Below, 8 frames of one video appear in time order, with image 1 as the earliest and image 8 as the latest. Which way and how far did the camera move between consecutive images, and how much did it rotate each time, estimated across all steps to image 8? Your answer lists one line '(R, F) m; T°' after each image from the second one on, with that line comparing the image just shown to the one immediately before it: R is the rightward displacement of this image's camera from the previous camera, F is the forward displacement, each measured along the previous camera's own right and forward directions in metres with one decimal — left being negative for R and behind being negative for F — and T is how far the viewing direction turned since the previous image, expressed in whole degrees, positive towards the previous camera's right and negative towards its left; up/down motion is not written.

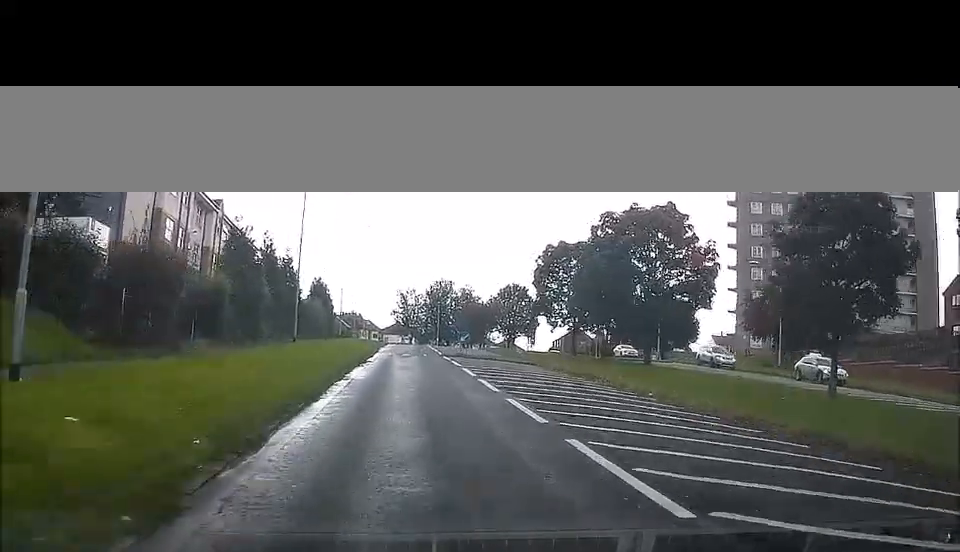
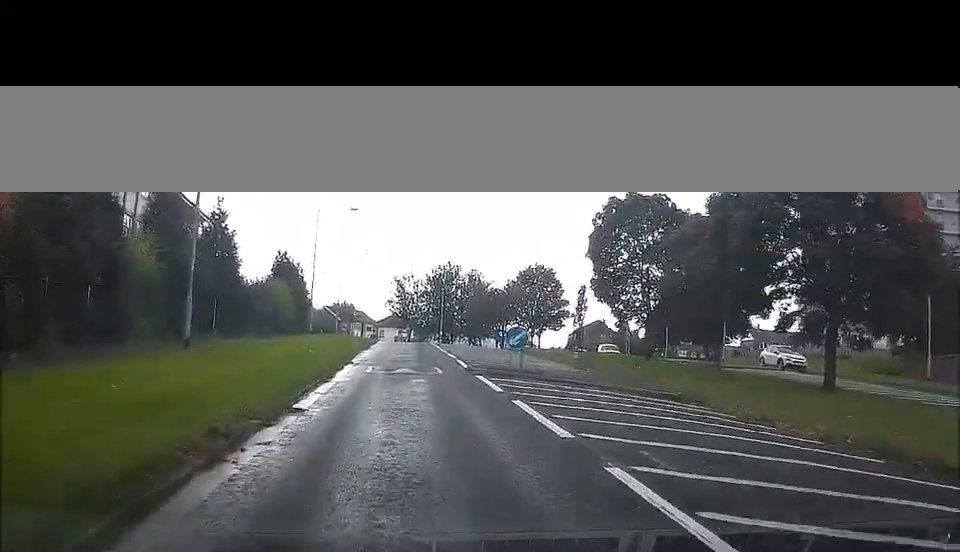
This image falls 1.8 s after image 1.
(-1.8, +20.0) m; -7°
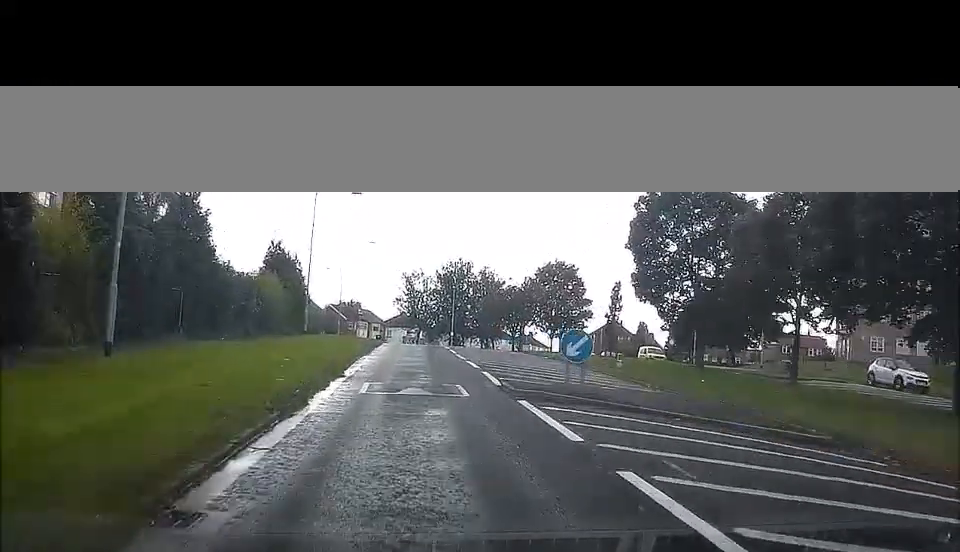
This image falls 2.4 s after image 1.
(0.0, +6.5) m; +1°
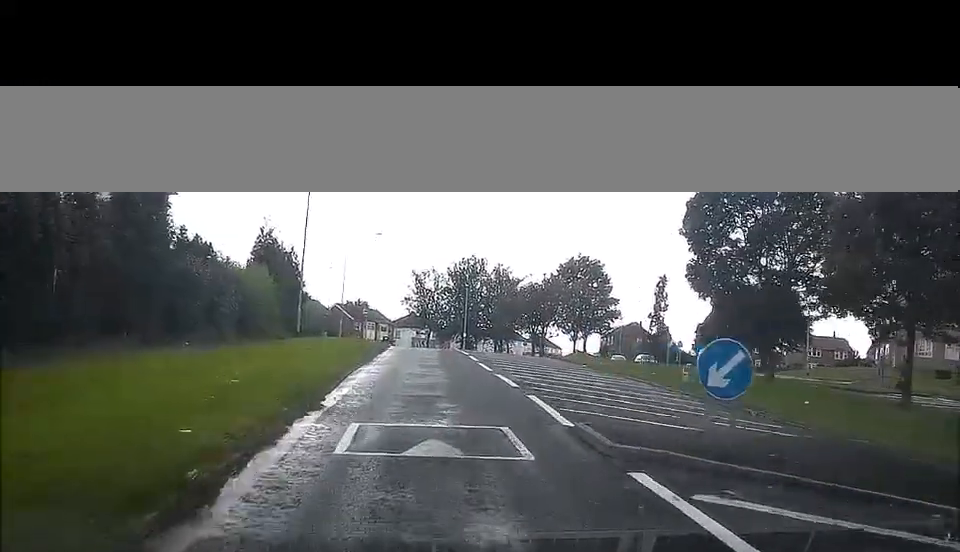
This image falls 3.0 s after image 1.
(+0.1, +6.6) m; +2°
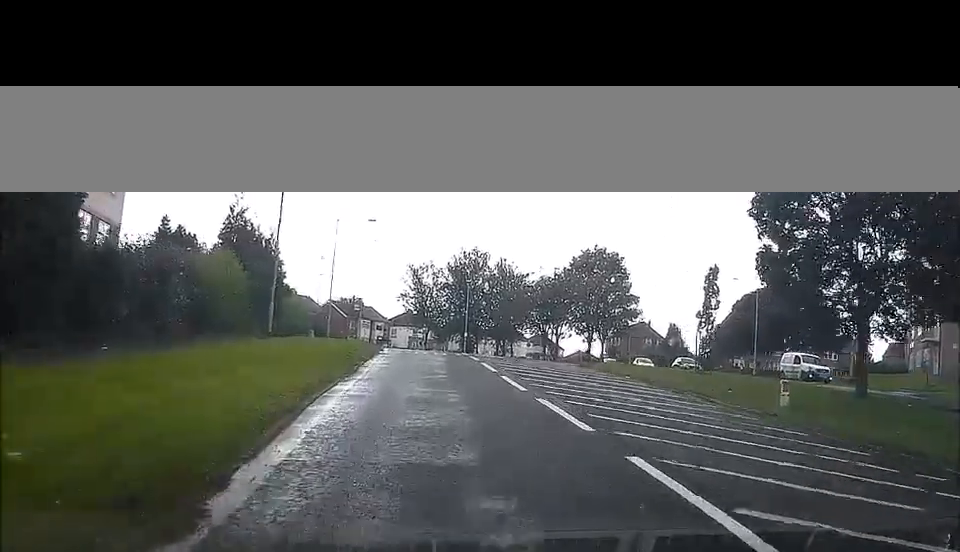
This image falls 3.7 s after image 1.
(+0.1, +6.8) m; +2°
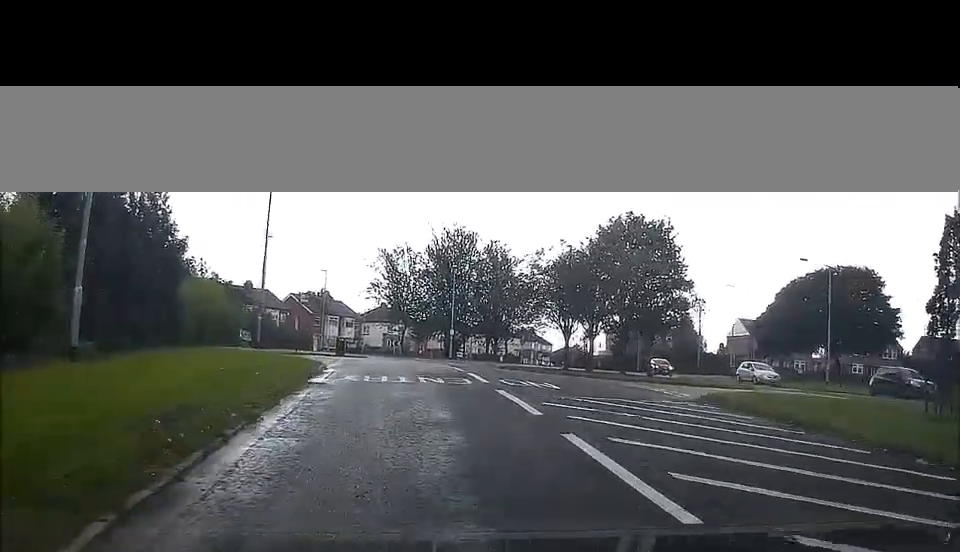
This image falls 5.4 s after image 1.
(+0.4, +16.9) m; +1°
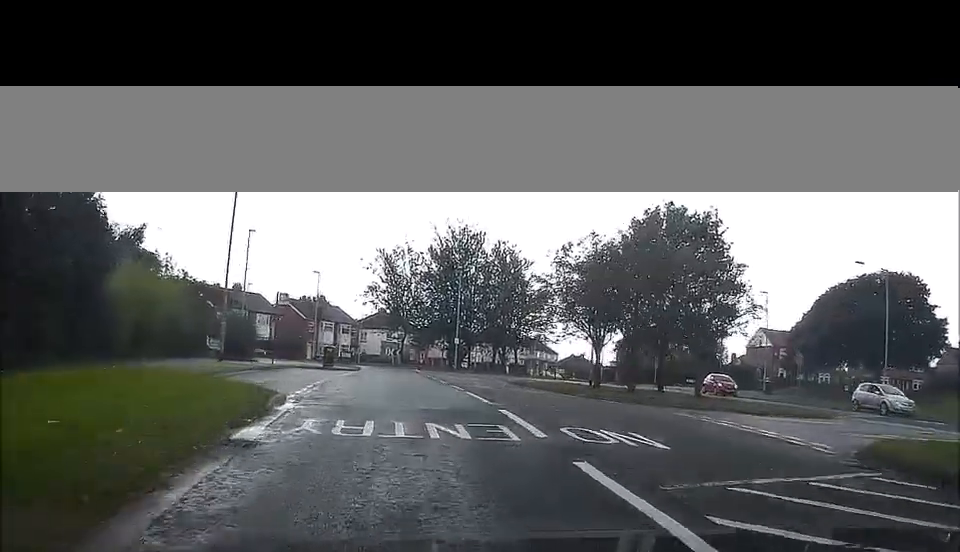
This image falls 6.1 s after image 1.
(0.0, +7.3) m; -1°
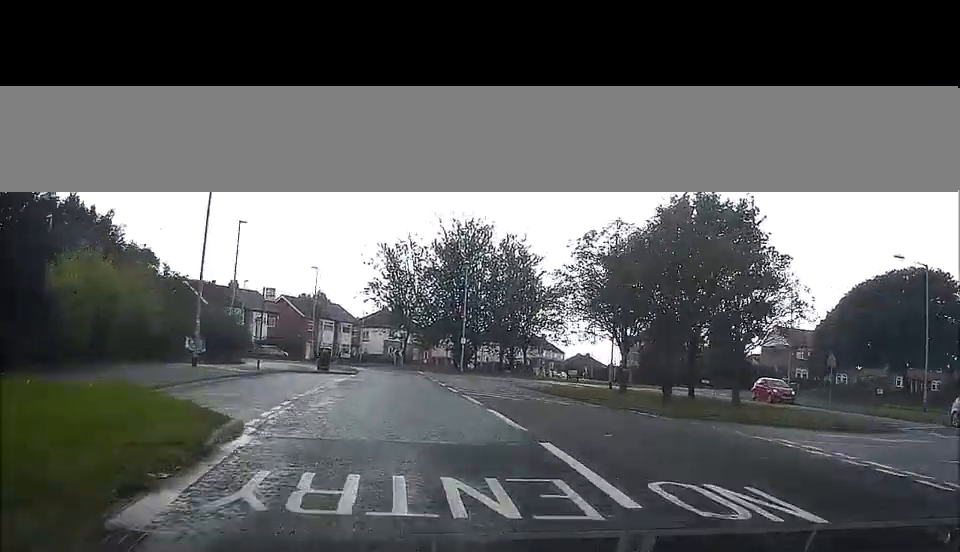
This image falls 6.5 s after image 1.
(+0.1, +4.0) m; -1°
